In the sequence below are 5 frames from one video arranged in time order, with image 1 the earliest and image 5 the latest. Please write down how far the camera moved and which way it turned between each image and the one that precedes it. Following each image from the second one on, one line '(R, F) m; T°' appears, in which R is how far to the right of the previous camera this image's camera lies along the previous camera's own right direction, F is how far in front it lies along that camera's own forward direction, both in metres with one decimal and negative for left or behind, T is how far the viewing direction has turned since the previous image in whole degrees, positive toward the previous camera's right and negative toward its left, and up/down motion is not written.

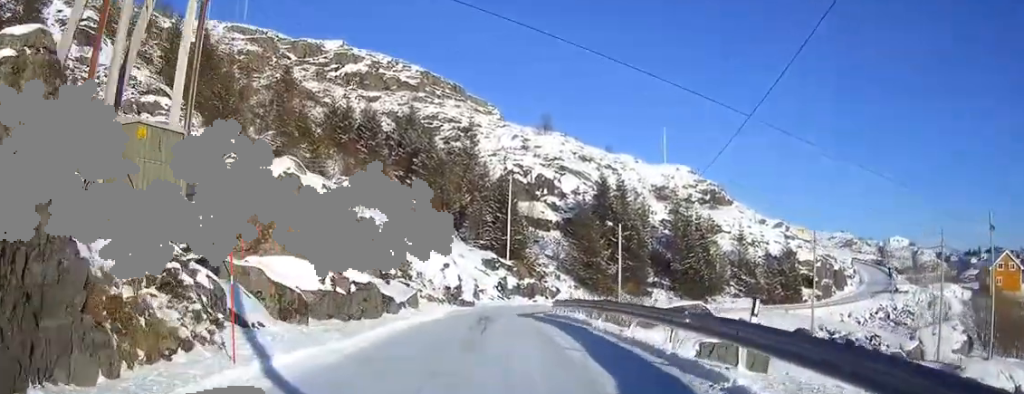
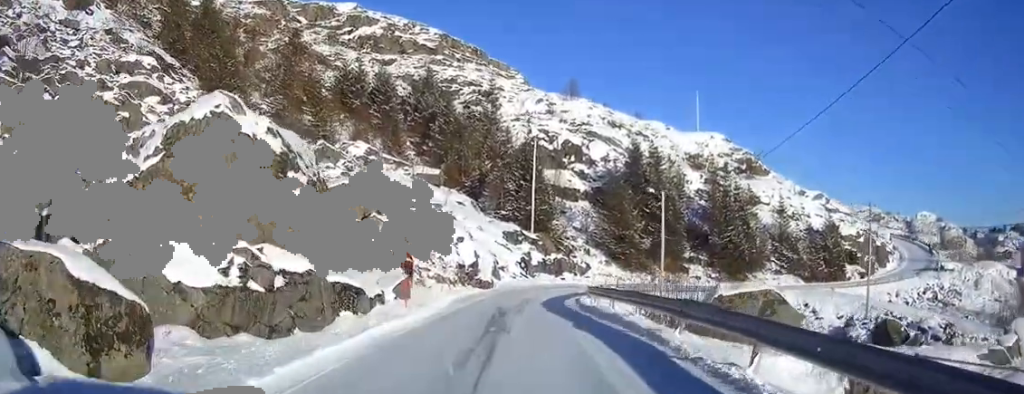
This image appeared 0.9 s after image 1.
(+0.1, +7.5) m; +1°
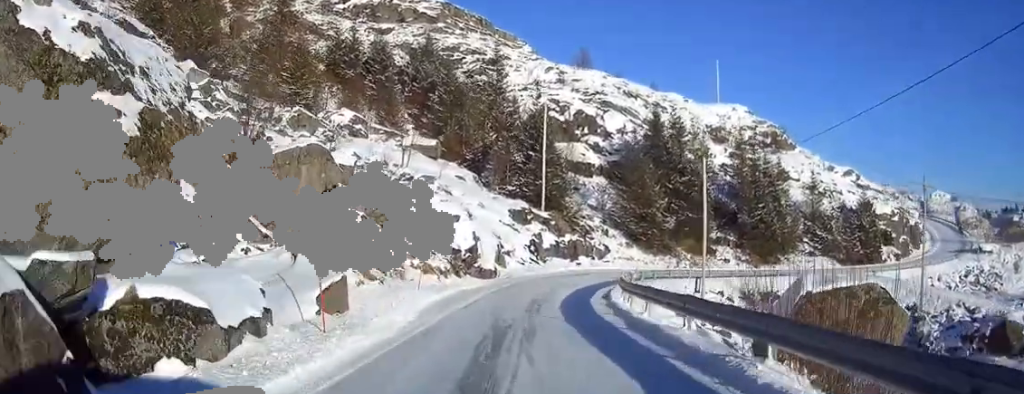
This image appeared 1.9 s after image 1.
(0.0, +9.0) m; -1°
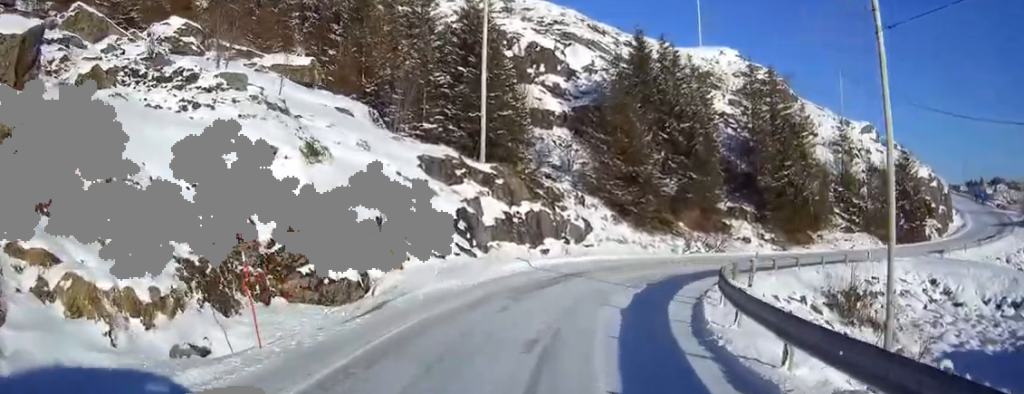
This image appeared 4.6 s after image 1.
(+0.3, +24.3) m; +6°
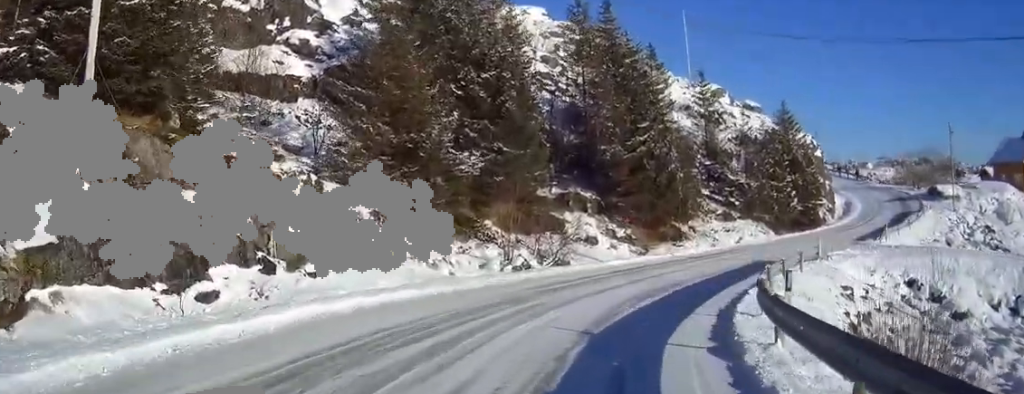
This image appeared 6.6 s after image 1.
(+2.4, +19.6) m; +16°
